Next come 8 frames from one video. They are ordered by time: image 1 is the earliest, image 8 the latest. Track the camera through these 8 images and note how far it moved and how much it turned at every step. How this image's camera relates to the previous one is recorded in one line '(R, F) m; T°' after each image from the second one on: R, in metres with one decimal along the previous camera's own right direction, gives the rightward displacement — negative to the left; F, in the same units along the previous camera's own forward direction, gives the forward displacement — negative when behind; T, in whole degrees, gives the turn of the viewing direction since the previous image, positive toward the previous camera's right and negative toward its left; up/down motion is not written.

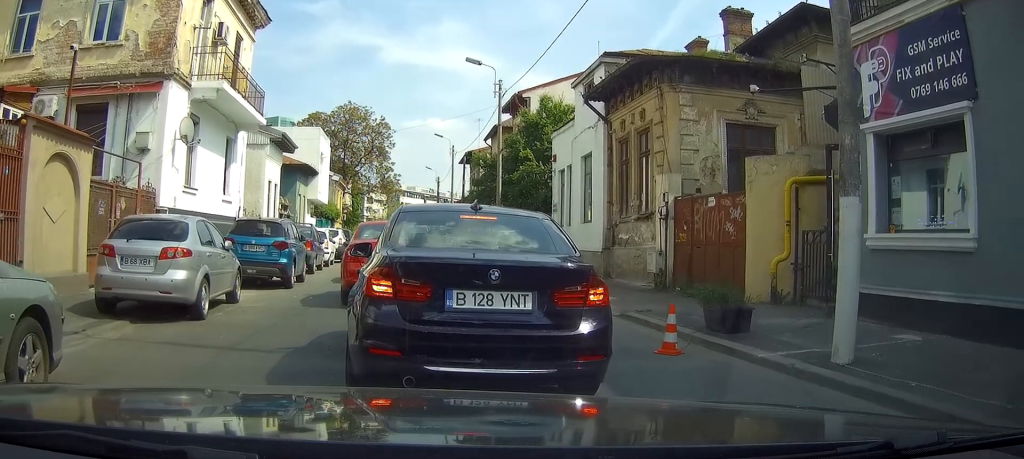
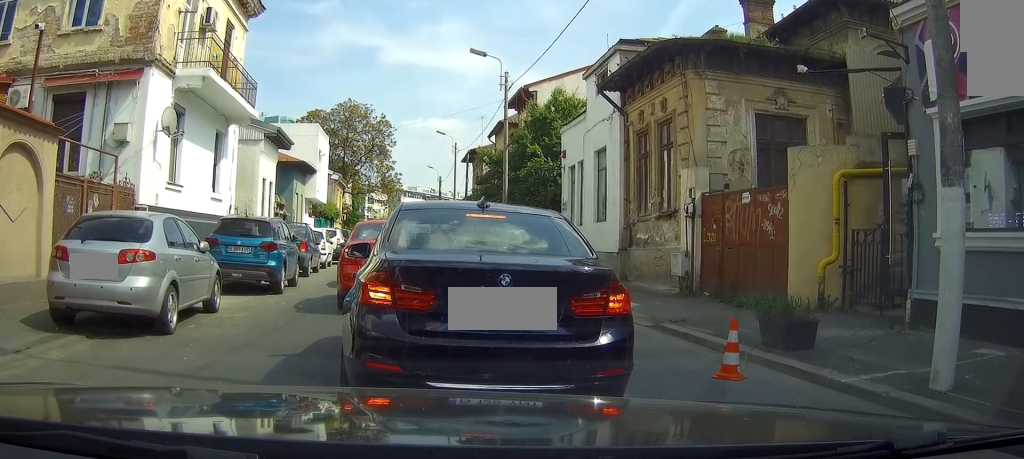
(+0.1, +1.3) m; 0°
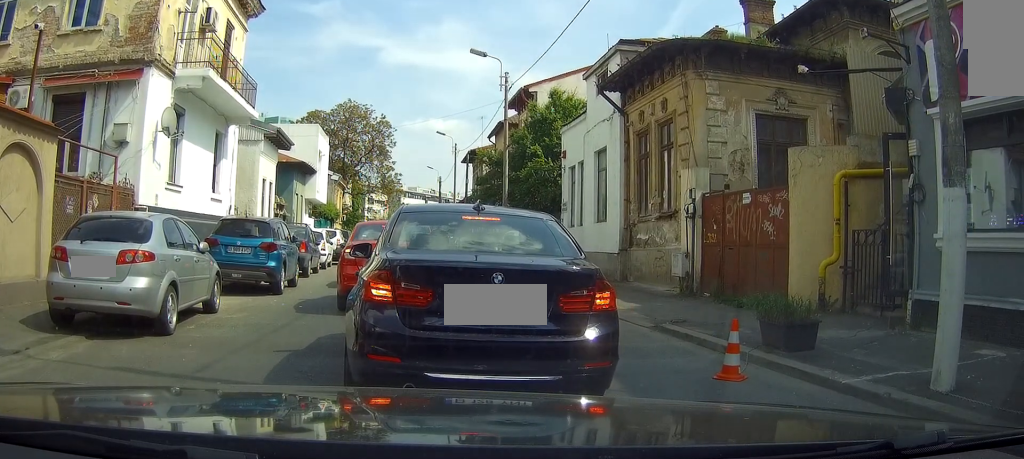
(+0.2, +0.2) m; 0°
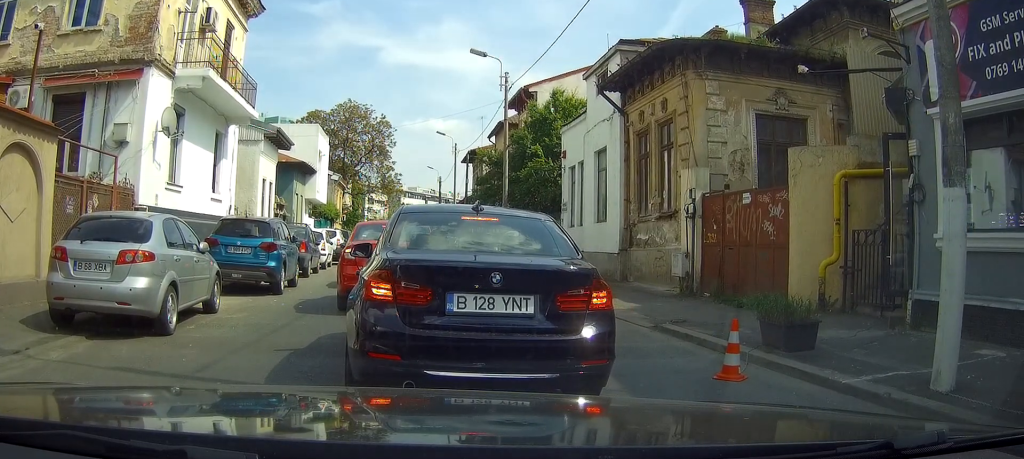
(0.0, 0.0) m; 0°
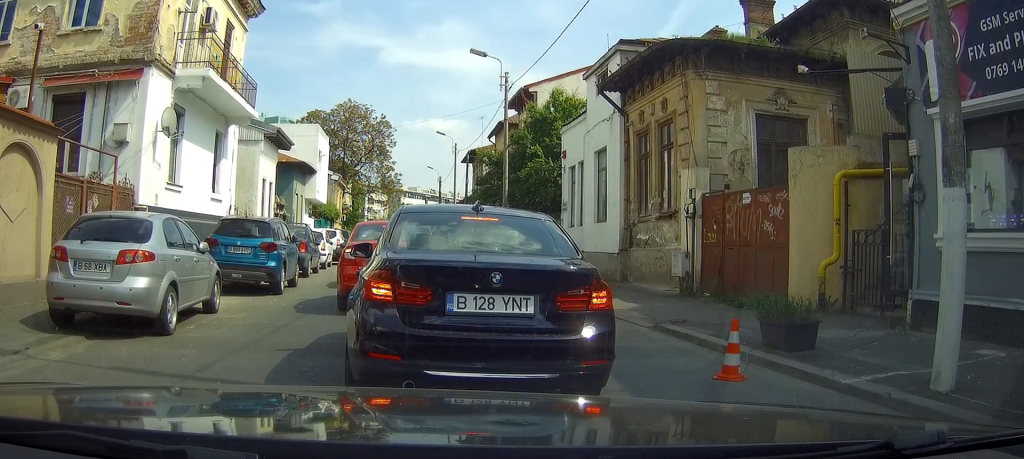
(0.0, 0.0) m; 0°
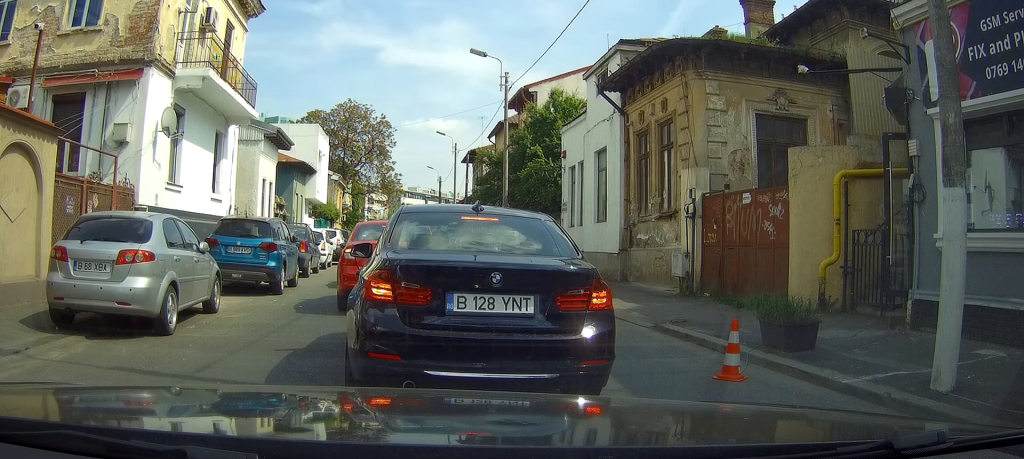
(0.0, 0.0) m; 0°
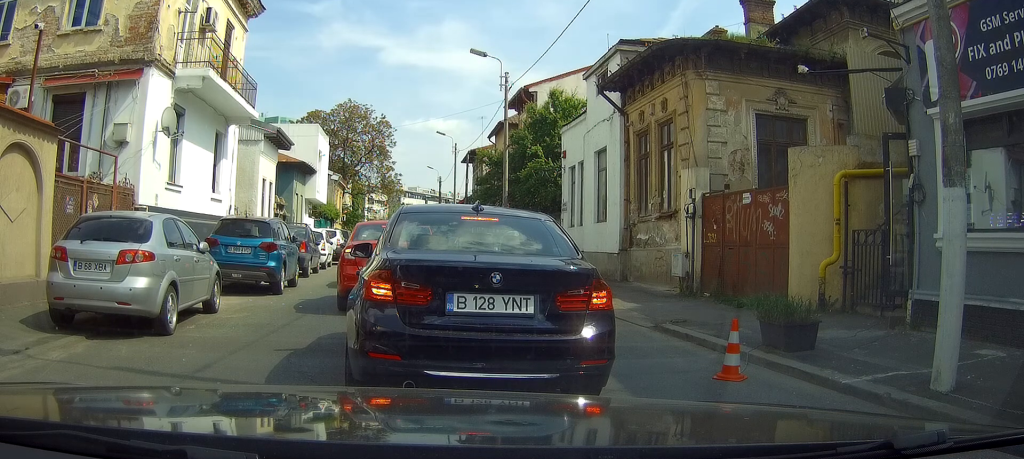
(0.0, 0.0) m; 0°
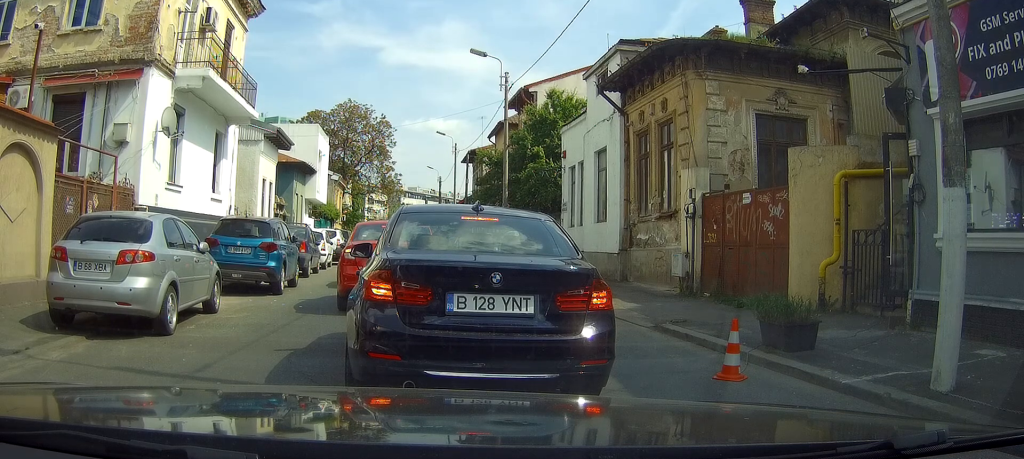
(-0.2, +0.3) m; 0°
